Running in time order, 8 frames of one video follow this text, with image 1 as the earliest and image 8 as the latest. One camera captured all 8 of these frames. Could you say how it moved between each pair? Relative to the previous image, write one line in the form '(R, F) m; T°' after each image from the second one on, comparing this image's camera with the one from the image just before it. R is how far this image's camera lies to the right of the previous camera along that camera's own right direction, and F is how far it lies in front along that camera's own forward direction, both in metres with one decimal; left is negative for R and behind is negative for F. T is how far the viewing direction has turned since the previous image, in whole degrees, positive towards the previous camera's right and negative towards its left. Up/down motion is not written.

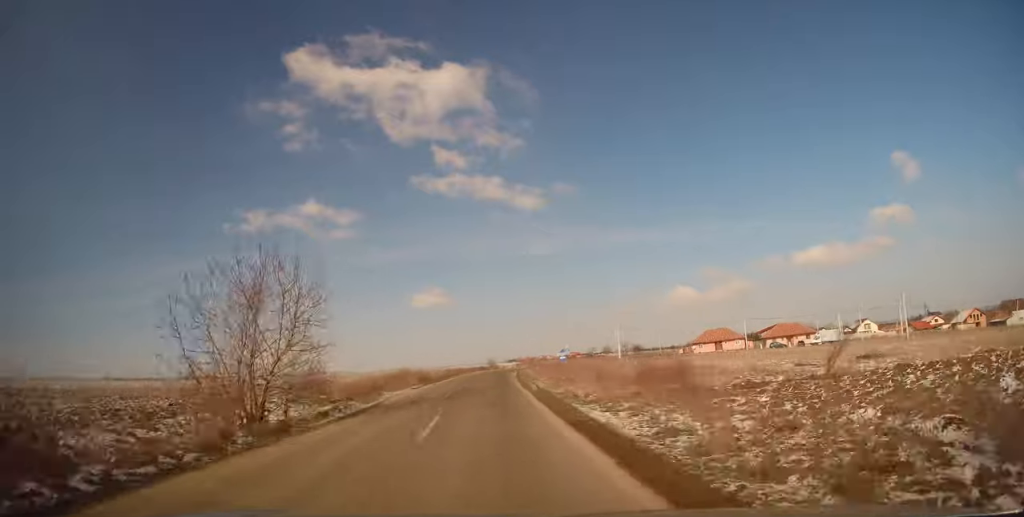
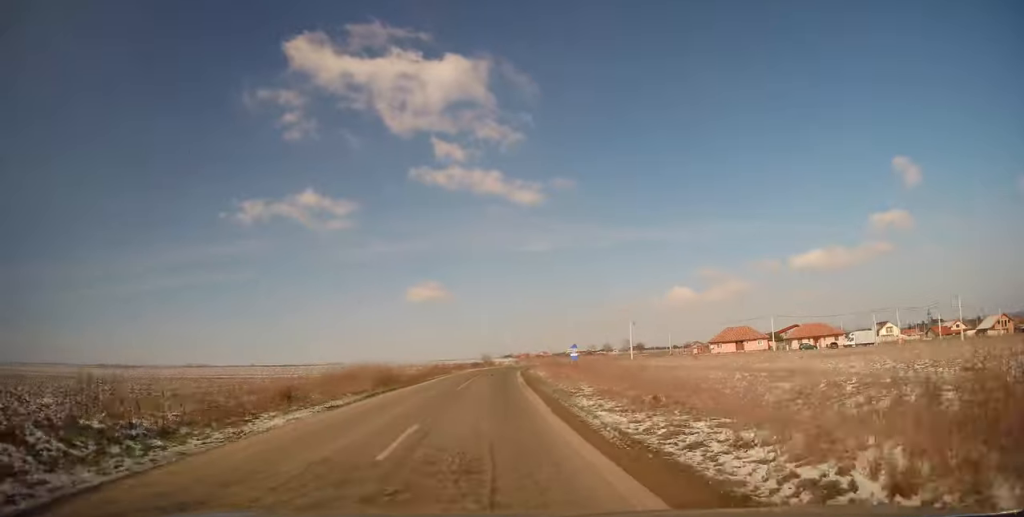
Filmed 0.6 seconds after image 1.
(+0.3, +14.1) m; +1°
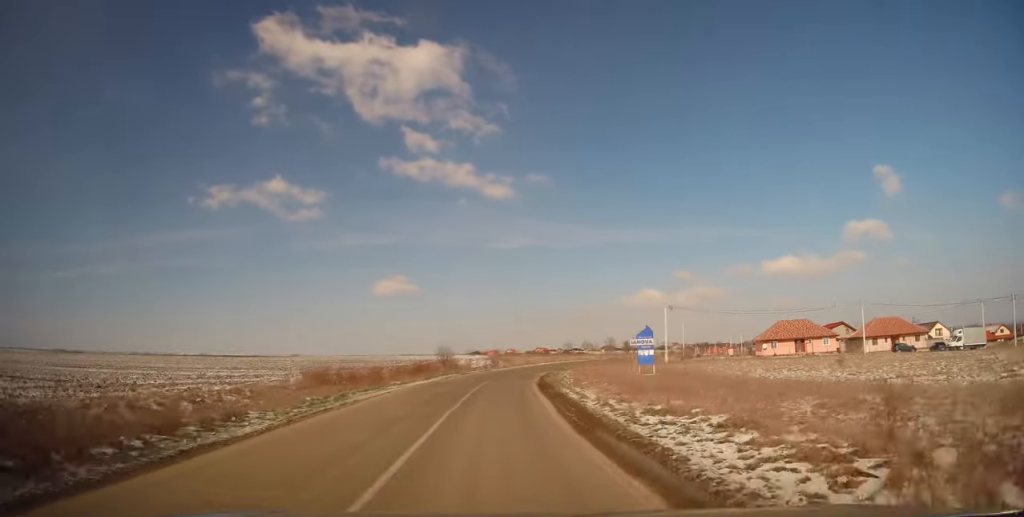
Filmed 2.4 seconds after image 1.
(+0.5, +37.9) m; +4°
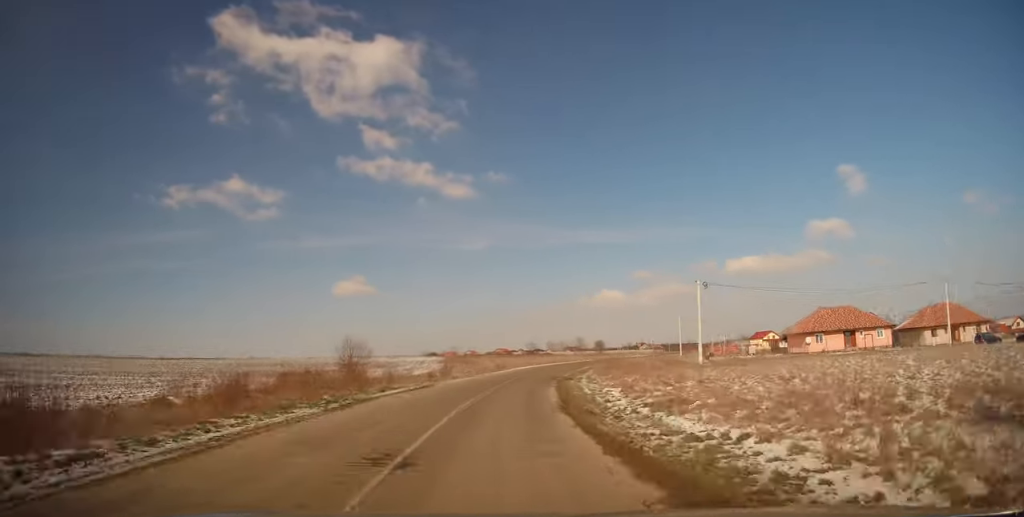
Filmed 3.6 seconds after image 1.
(+1.0, +25.2) m; +5°
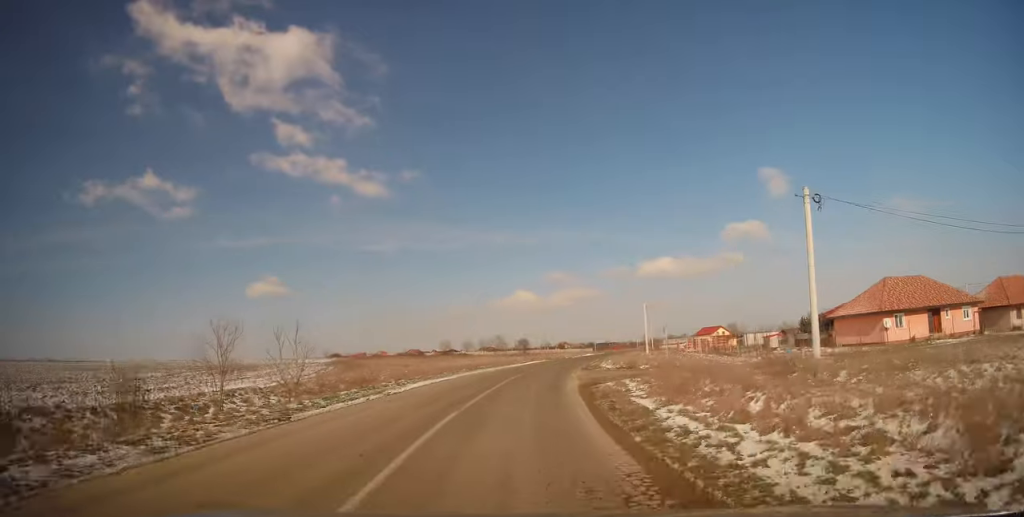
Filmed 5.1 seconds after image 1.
(+2.2, +29.6) m; +9°
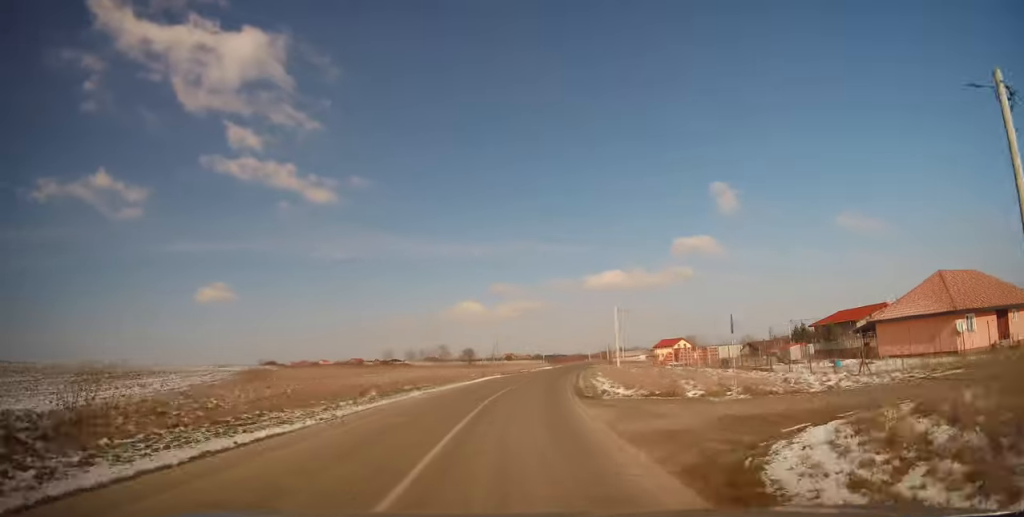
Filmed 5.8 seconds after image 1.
(+0.6, +14.1) m; +5°
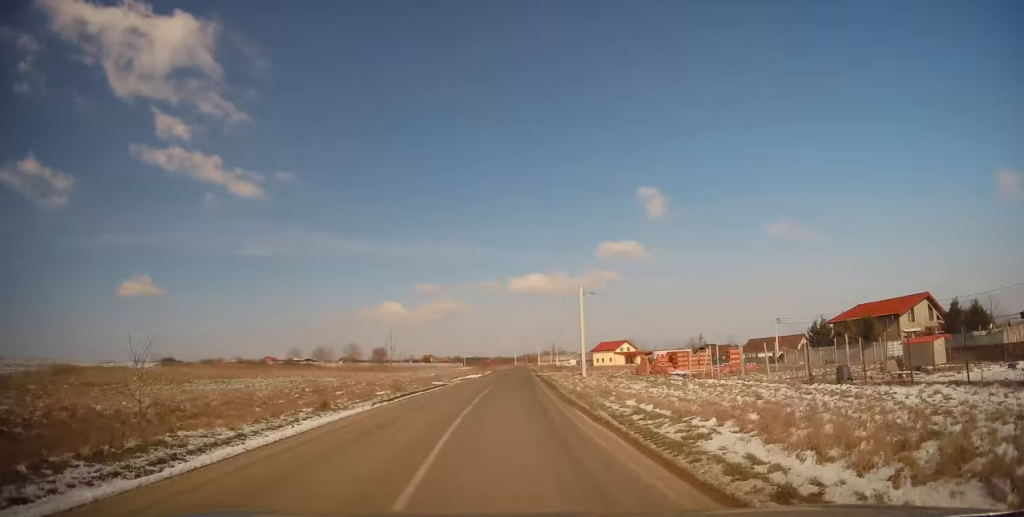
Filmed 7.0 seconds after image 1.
(+1.6, +24.2) m; +7°
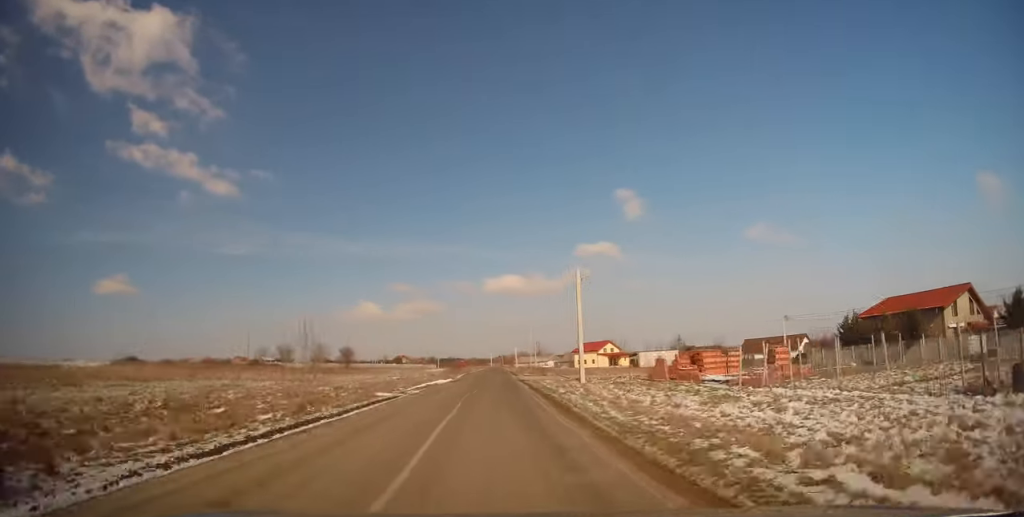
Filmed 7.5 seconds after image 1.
(+0.2, +10.6) m; +2°
